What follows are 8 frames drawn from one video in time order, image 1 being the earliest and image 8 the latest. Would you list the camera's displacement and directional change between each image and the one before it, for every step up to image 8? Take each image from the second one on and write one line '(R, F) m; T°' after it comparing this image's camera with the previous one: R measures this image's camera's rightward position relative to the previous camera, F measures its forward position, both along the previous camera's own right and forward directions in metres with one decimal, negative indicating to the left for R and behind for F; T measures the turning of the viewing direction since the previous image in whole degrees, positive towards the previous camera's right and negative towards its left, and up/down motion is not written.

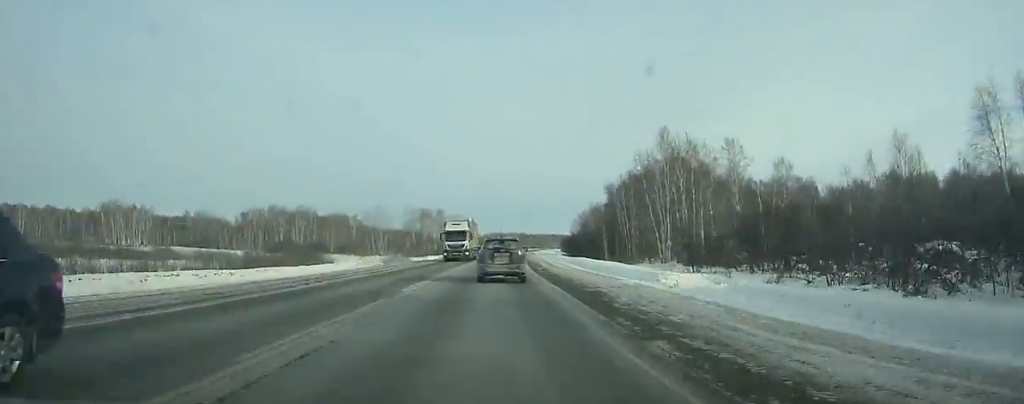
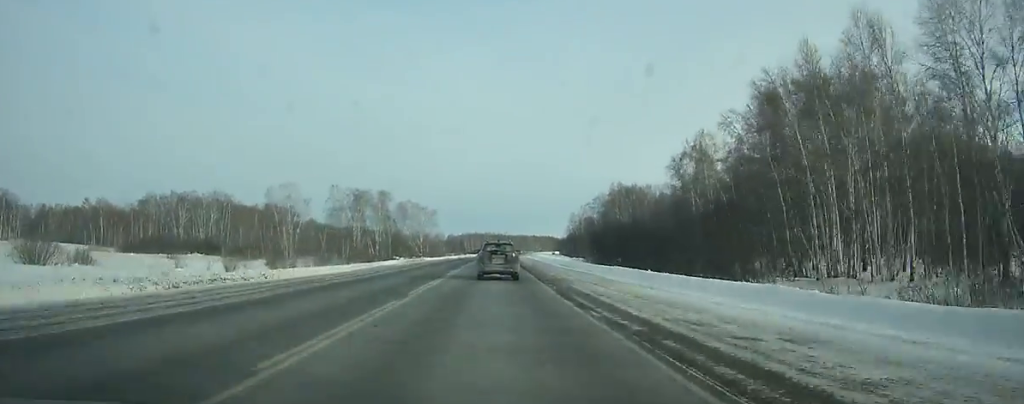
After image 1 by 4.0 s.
(+1.2, +85.1) m; +2°
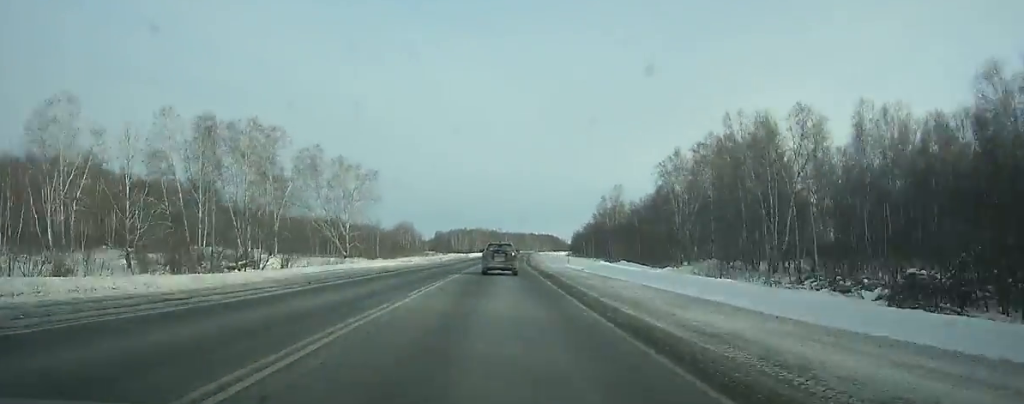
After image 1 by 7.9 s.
(+1.0, +87.1) m; +2°
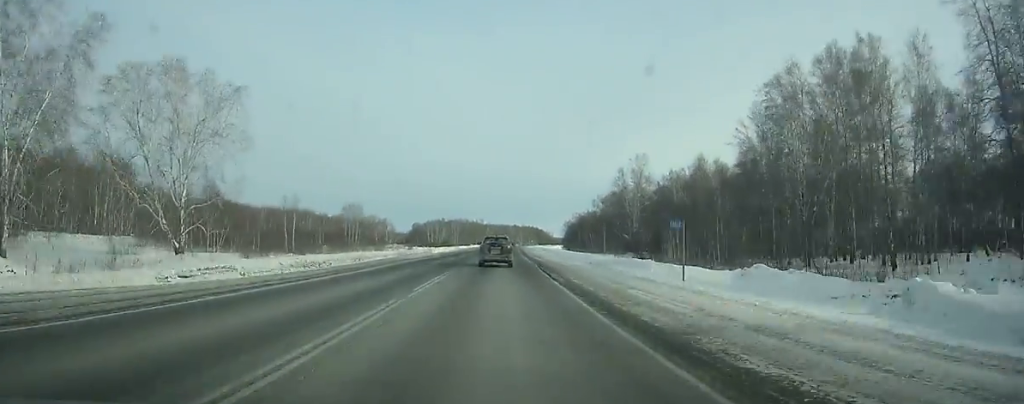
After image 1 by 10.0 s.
(+0.2, +48.0) m; +1°
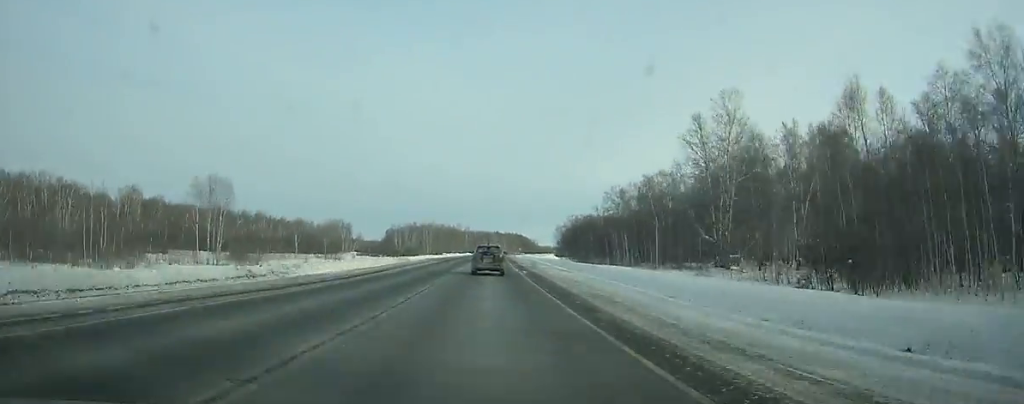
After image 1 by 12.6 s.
(+0.9, +60.9) m; +1°
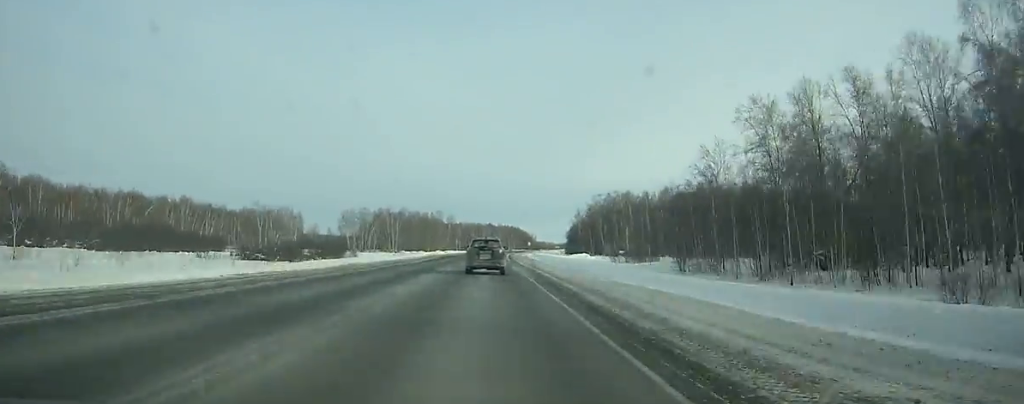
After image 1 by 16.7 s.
(+0.7, +96.5) m; +1°
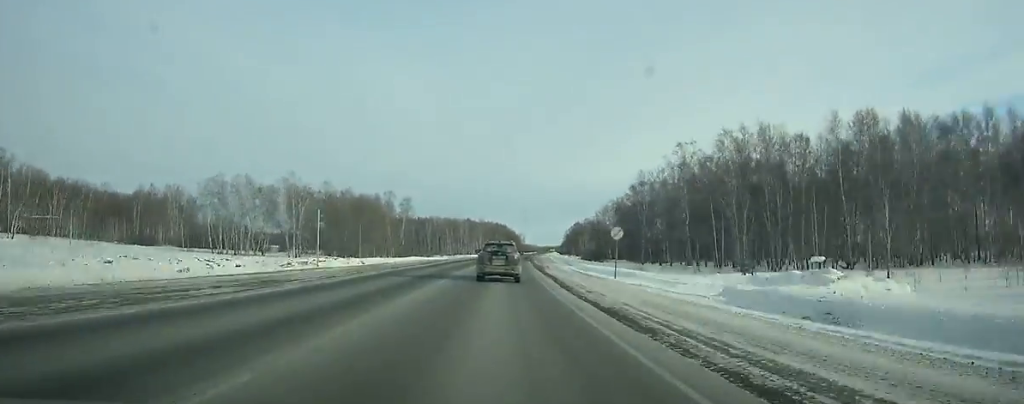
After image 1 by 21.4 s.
(+1.6, +108.6) m; +3°
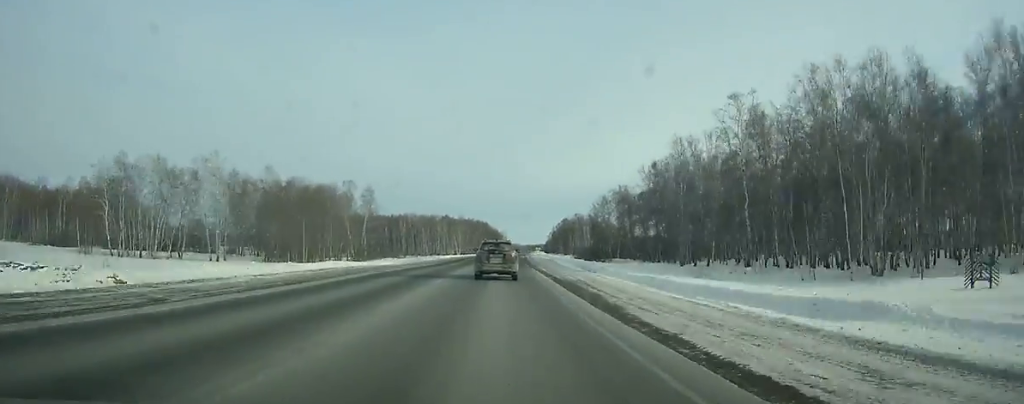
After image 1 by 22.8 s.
(+0.4, +31.7) m; +1°
